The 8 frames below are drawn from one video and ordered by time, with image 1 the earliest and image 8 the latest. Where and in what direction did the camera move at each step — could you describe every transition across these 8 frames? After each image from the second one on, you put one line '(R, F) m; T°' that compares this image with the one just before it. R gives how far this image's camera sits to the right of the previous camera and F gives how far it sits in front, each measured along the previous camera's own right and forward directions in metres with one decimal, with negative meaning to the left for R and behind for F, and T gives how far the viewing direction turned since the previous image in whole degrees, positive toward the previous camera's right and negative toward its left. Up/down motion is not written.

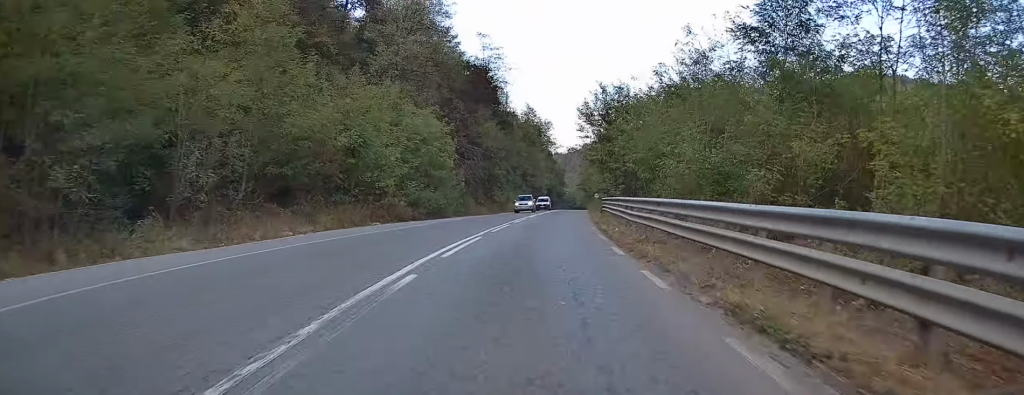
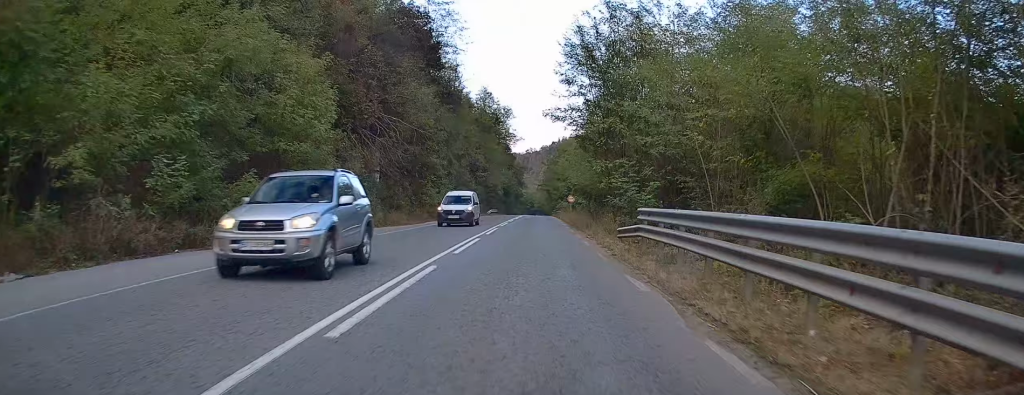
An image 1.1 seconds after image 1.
(+0.9, +24.2) m; +4°
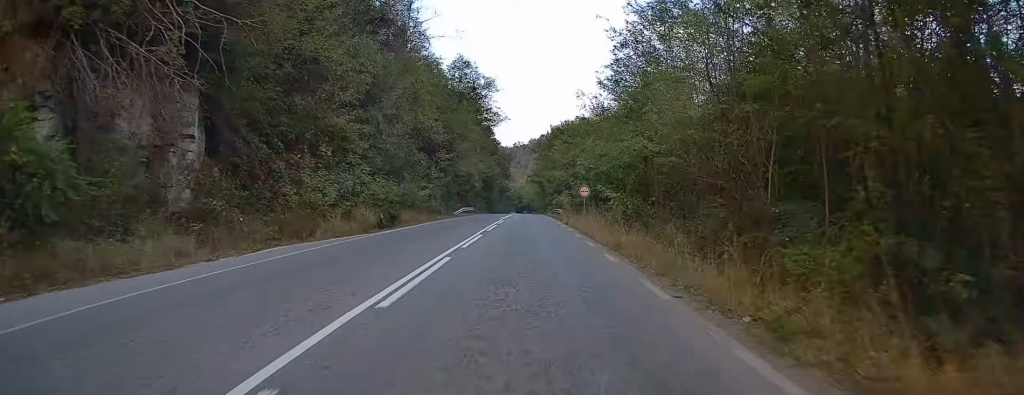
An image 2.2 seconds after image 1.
(+0.8, +25.6) m; +2°
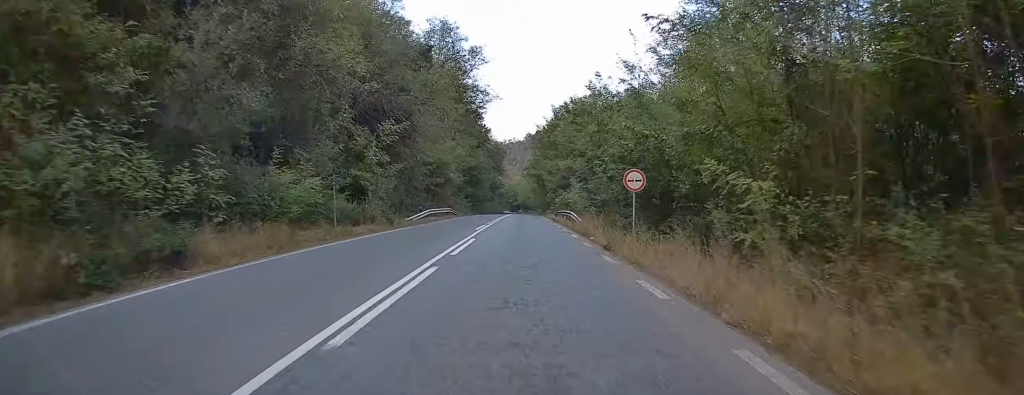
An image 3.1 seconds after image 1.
(+0.1, +19.8) m; +1°
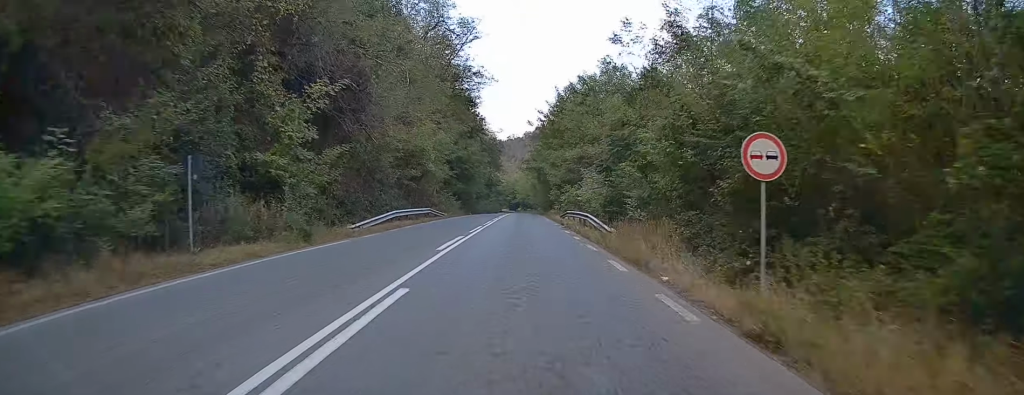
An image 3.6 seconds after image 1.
(-0.2, +11.5) m; 0°
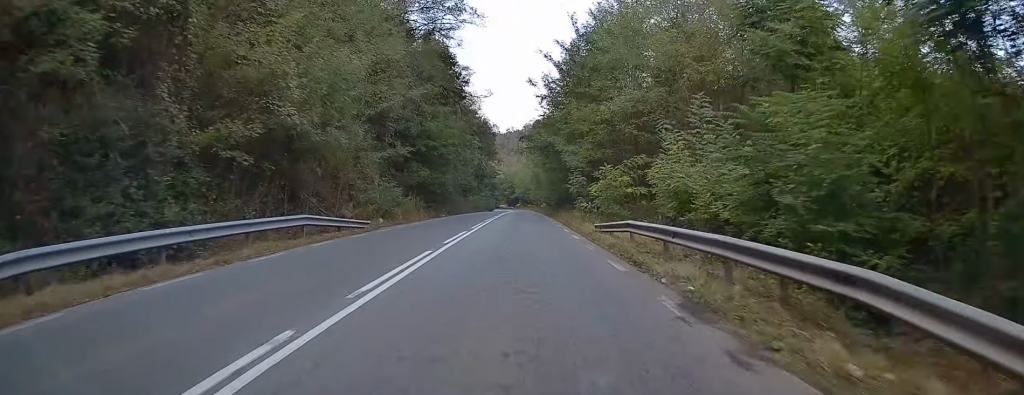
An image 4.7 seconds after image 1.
(+0.5, +25.2) m; +1°
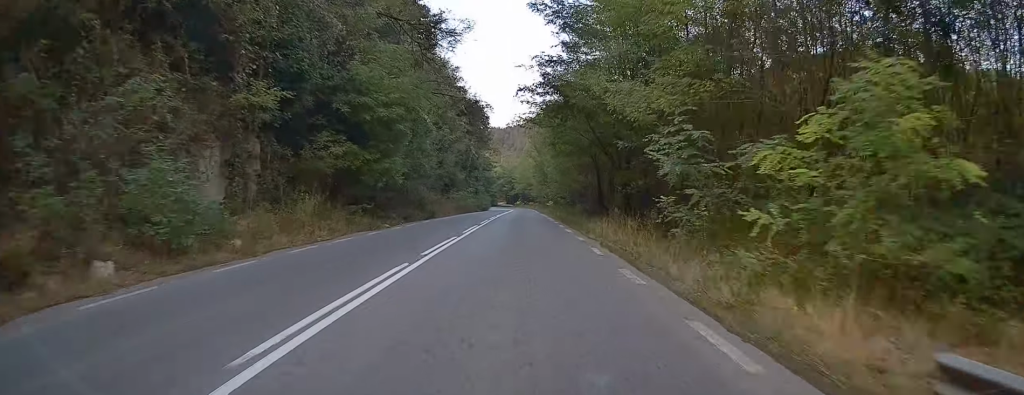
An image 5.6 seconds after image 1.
(-0.1, +21.6) m; -1°
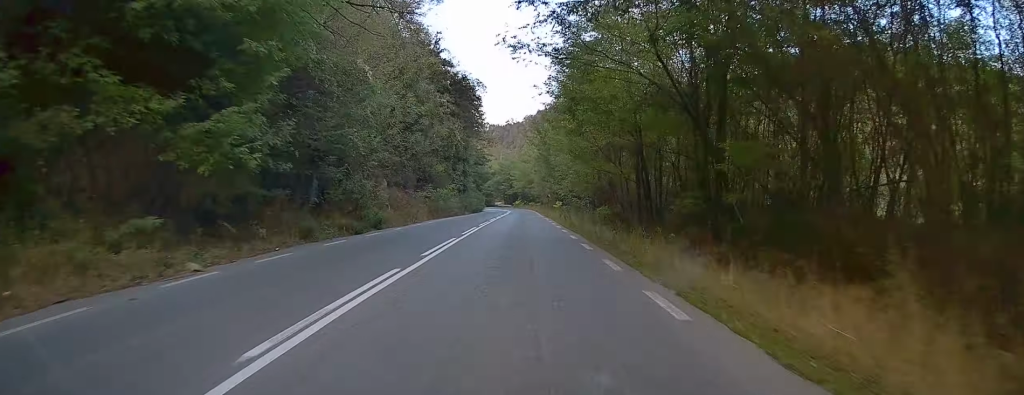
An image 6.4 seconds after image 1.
(-0.1, +17.8) m; 0°
